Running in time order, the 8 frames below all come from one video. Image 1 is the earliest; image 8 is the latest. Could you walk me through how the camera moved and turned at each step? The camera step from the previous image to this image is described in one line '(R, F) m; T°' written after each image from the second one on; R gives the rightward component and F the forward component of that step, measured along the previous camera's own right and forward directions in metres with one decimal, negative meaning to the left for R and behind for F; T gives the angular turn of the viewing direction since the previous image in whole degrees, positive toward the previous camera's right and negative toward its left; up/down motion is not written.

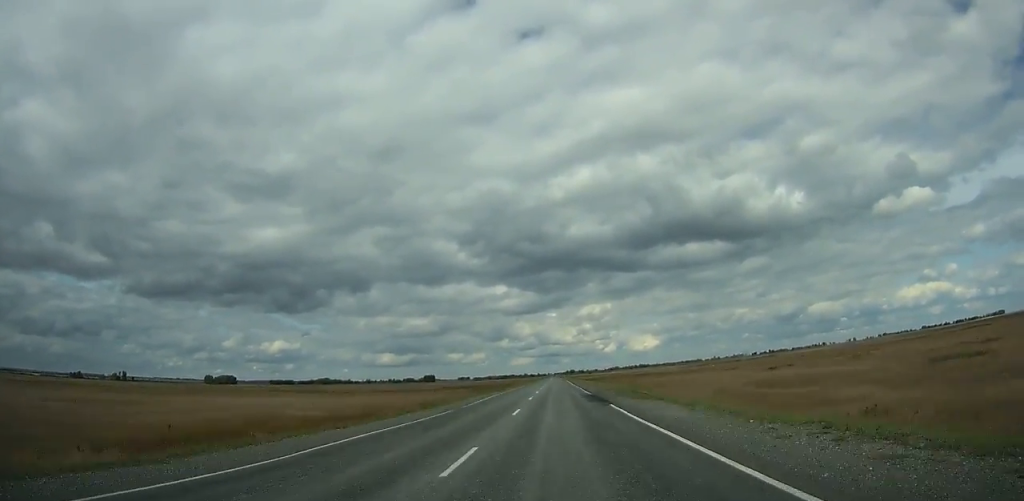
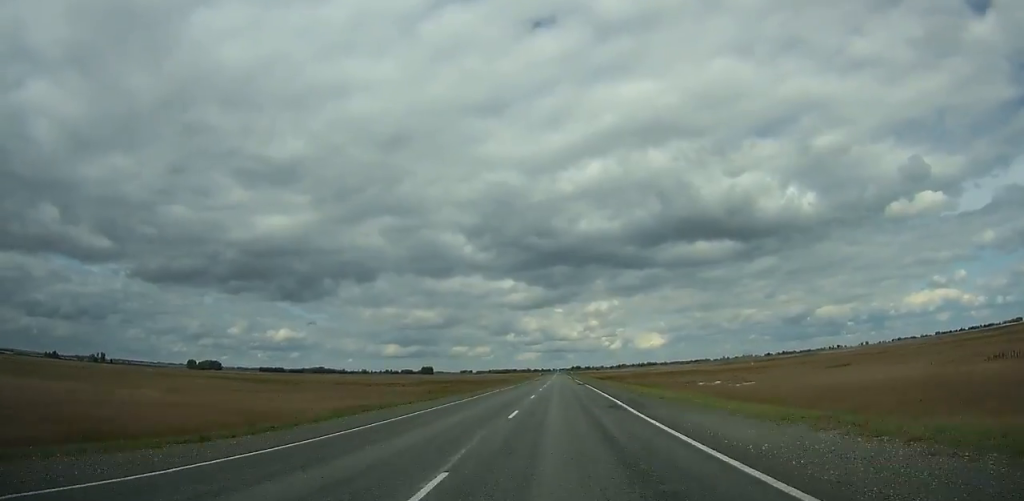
(0.0, +61.8) m; 0°
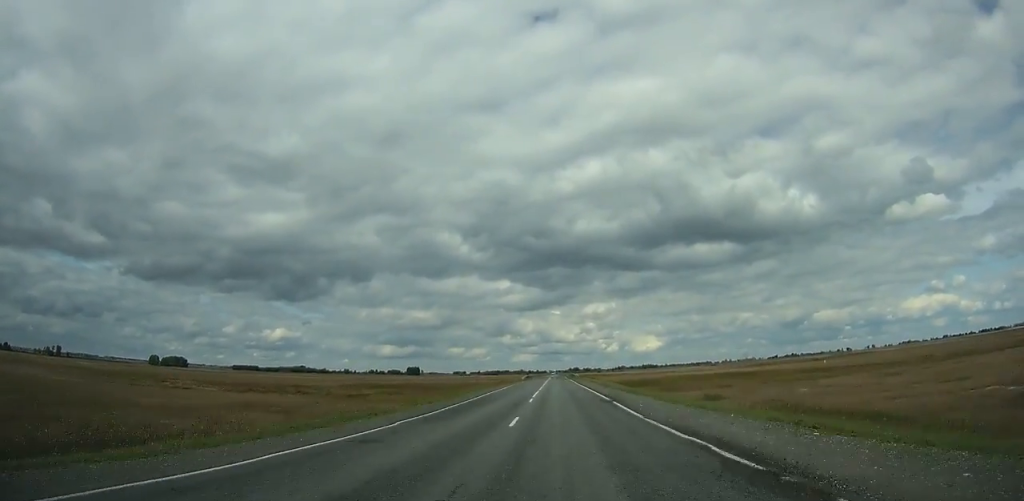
(-0.4, +85.7) m; 0°
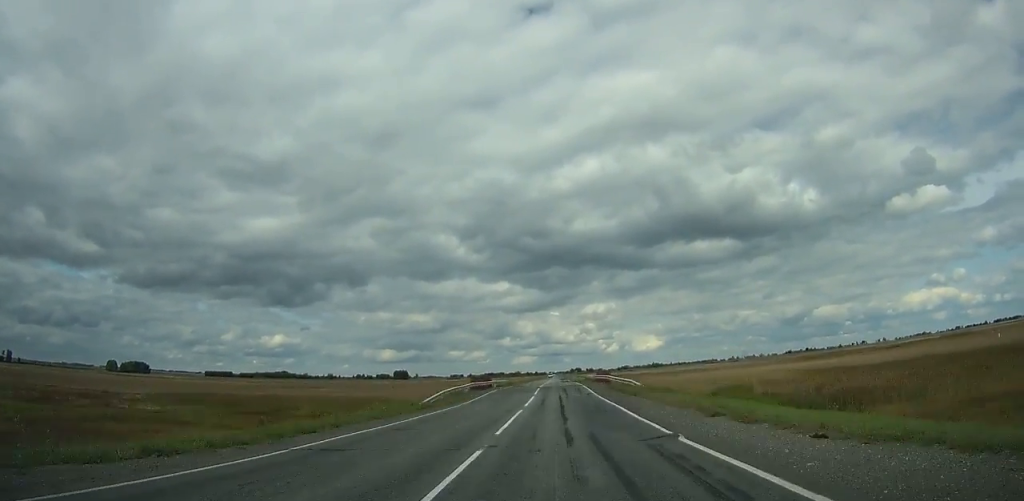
(+0.1, +90.3) m; 0°
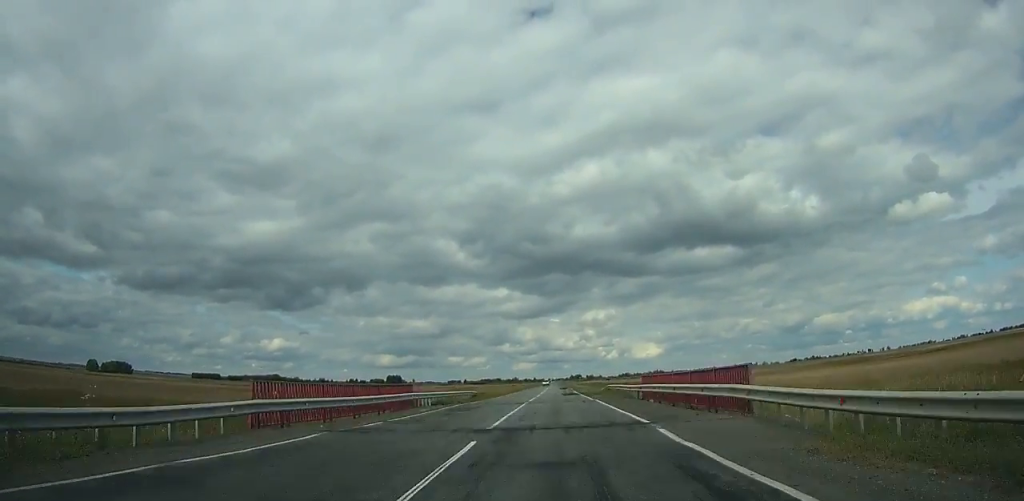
(-0.1, +35.9) m; 0°
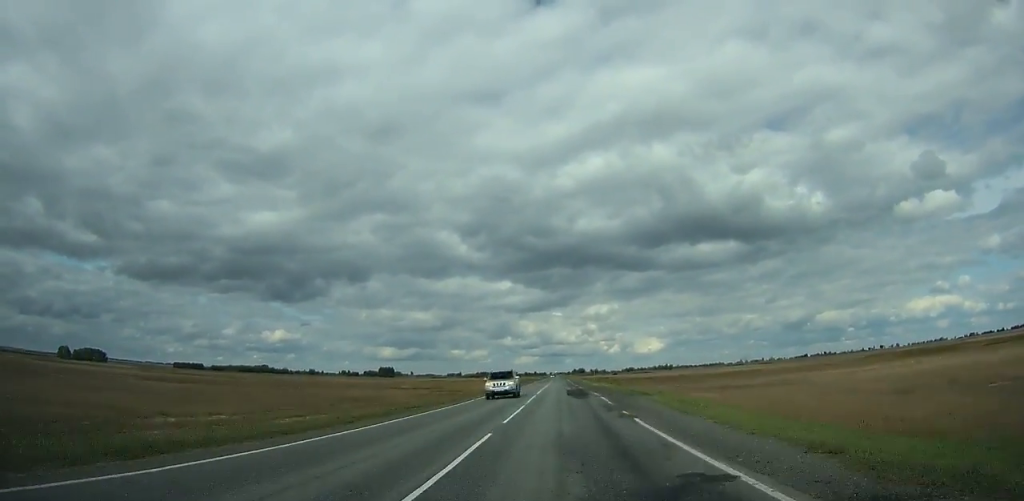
(+0.1, +56.3) m; 0°
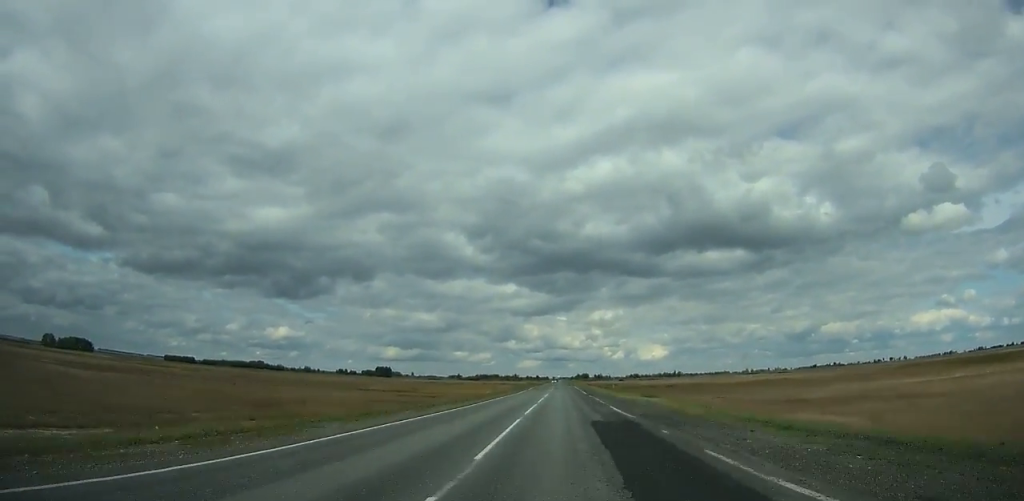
(0.0, +30.3) m; 0°
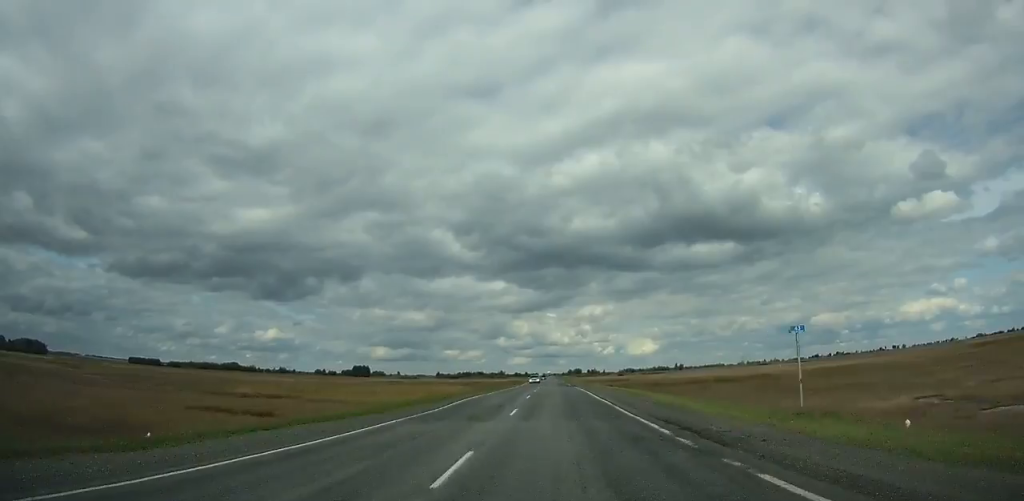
(-0.1, +60.6) m; 0°
